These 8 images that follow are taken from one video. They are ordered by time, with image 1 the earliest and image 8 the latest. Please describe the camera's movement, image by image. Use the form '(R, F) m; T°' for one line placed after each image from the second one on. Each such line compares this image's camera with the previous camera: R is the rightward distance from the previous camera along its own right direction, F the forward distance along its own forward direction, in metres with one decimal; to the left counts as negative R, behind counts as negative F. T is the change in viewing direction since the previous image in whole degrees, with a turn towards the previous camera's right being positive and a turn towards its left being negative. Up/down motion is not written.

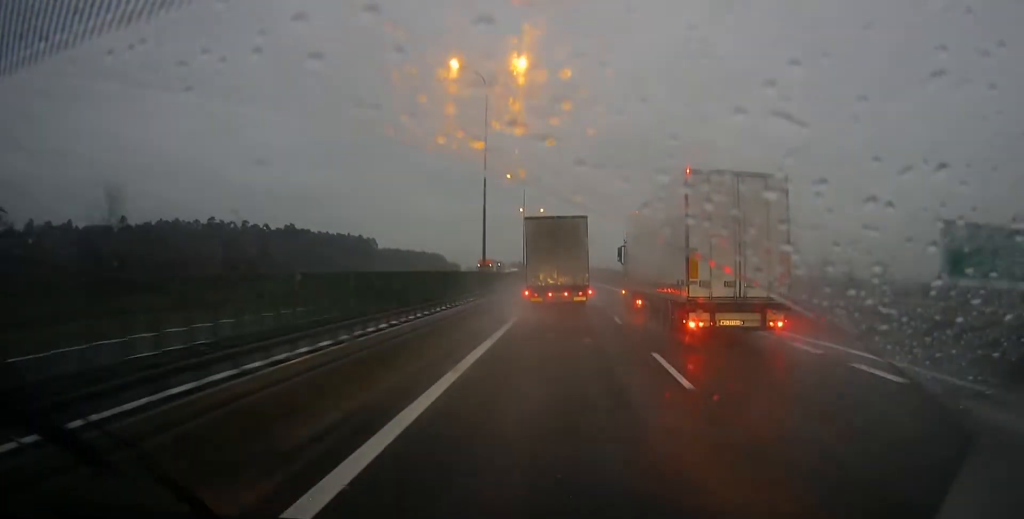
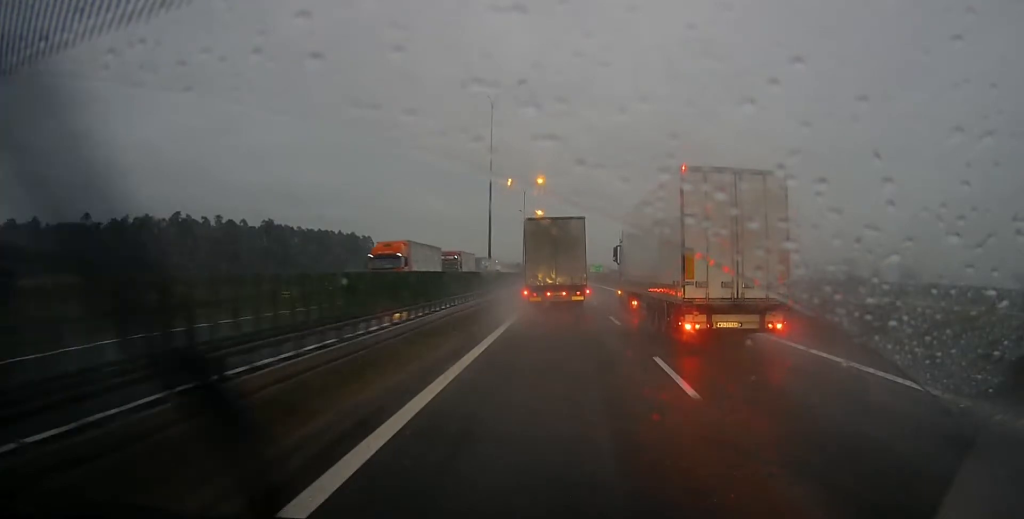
(-0.1, +36.7) m; 0°
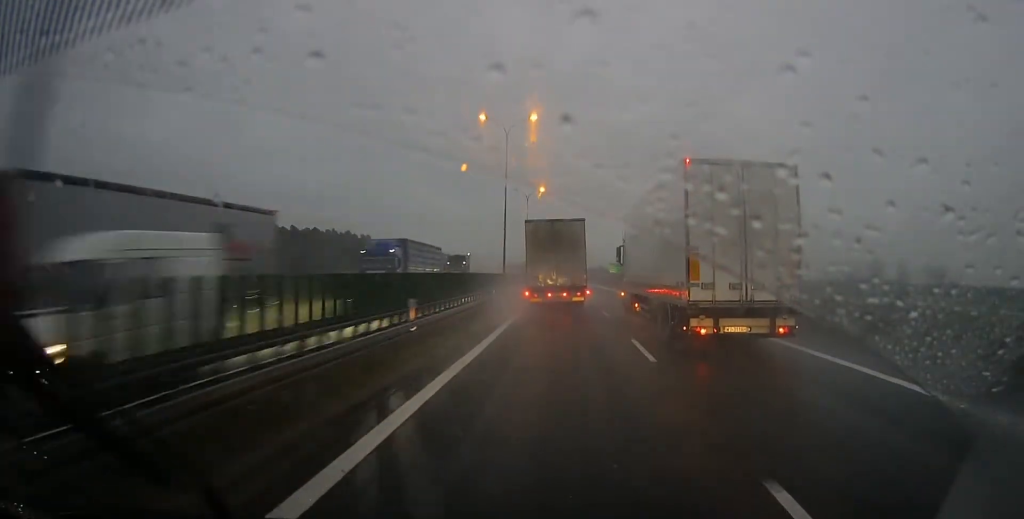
(0.0, +32.0) m; 0°
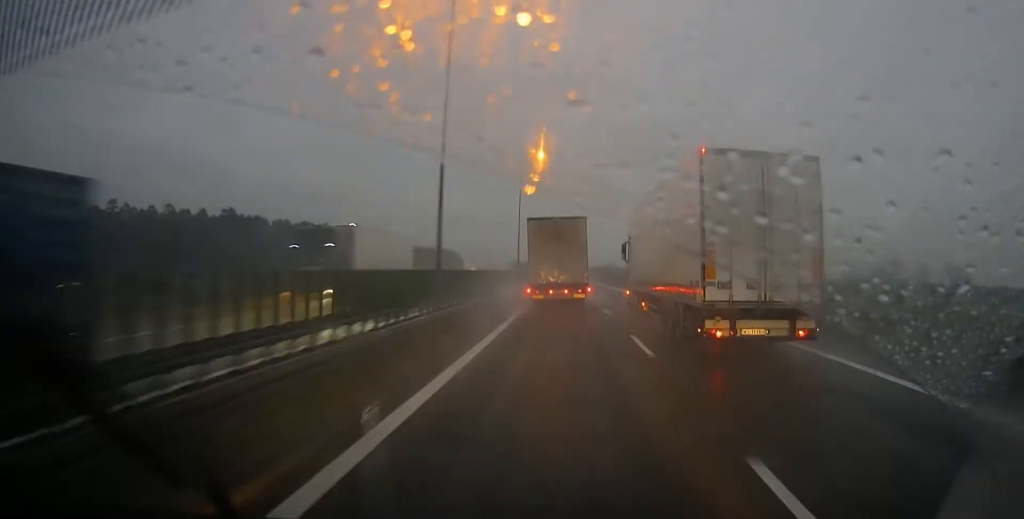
(0.0, +23.7) m; 0°
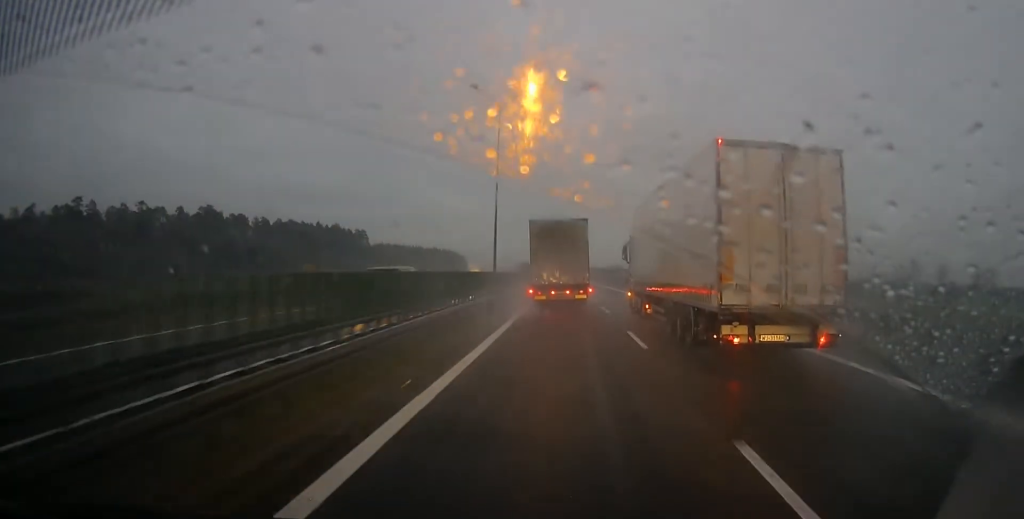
(0.0, +22.7) m; 0°
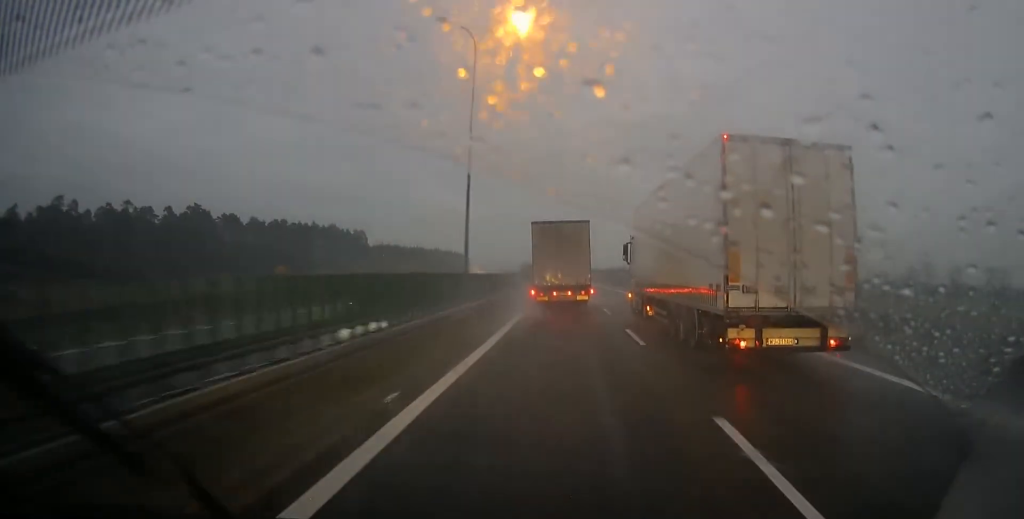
(0.0, +11.3) m; 0°
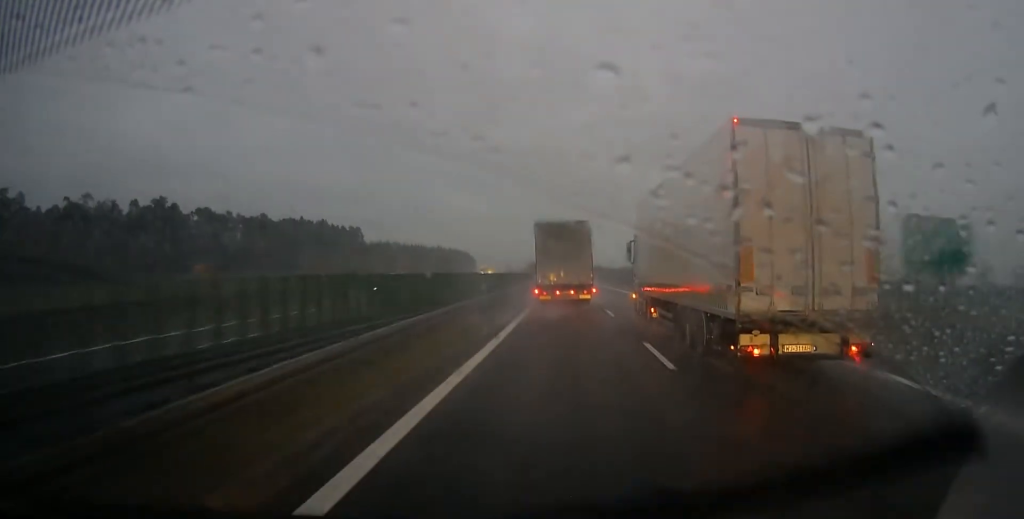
(0.0, +27.5) m; 0°
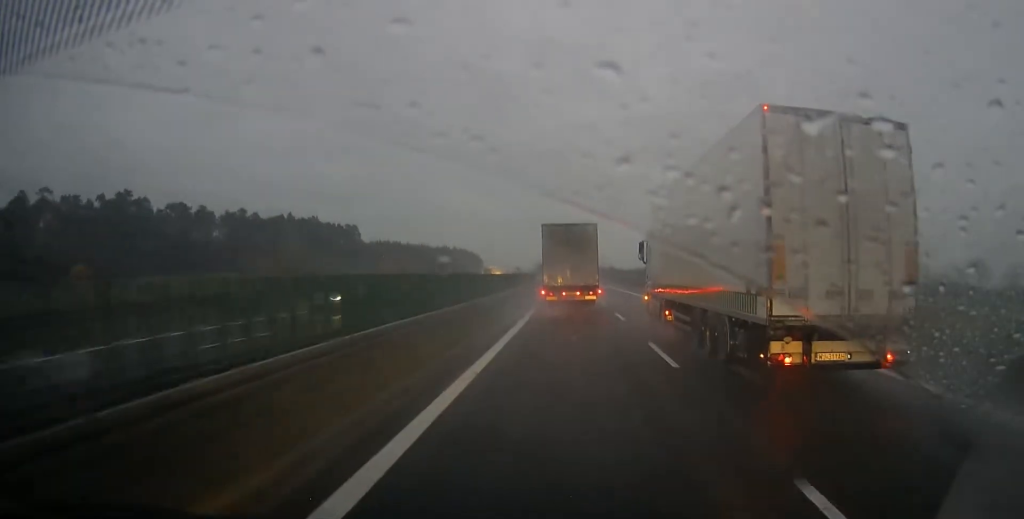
(0.0, +24.3) m; 0°
